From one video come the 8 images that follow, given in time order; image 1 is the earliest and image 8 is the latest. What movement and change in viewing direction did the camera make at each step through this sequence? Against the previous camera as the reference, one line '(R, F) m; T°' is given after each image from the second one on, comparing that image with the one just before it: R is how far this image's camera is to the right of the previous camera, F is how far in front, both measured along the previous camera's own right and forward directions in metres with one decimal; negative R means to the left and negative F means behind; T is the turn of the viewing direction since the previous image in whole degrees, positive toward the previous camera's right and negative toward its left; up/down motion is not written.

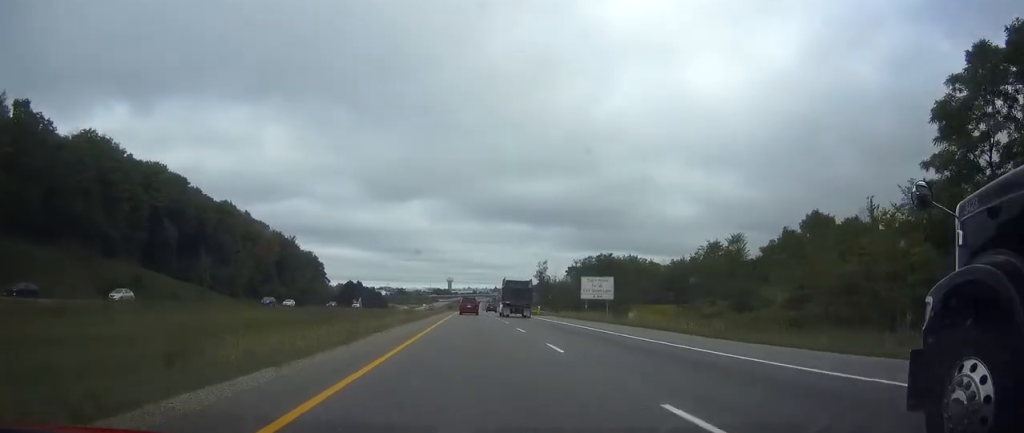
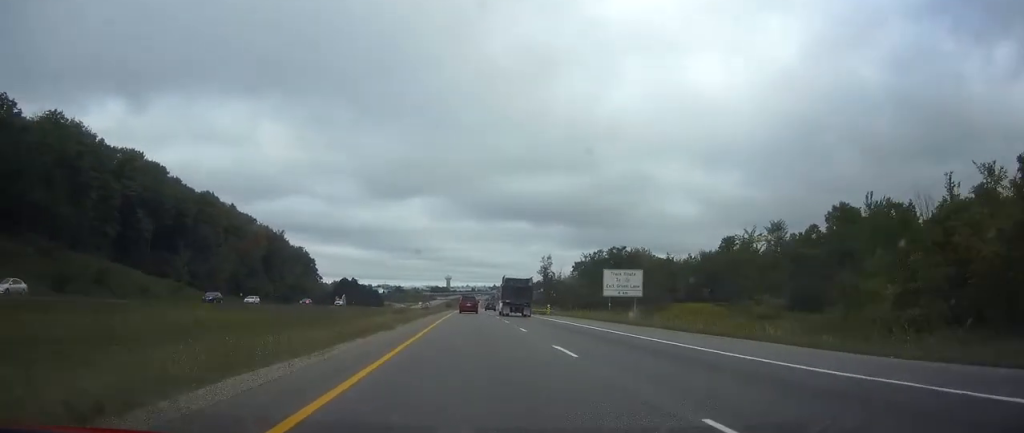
(0.0, +13.3) m; 0°
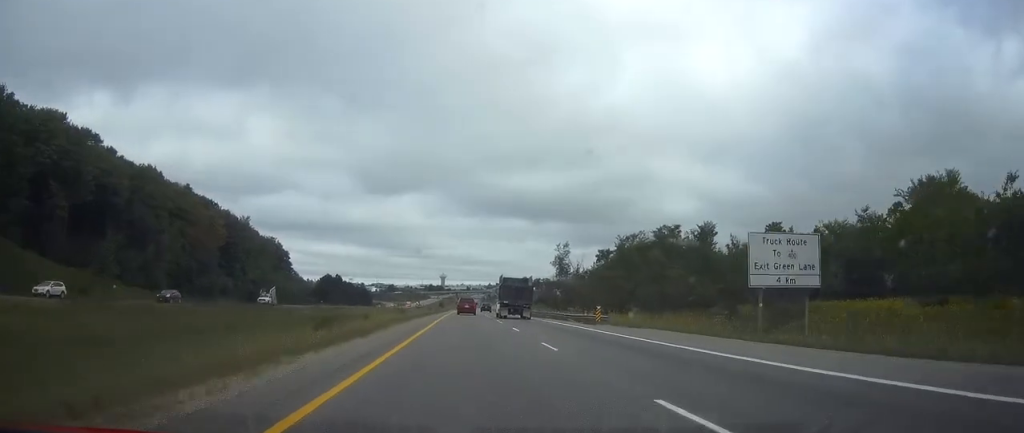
(0.0, +34.2) m; 0°
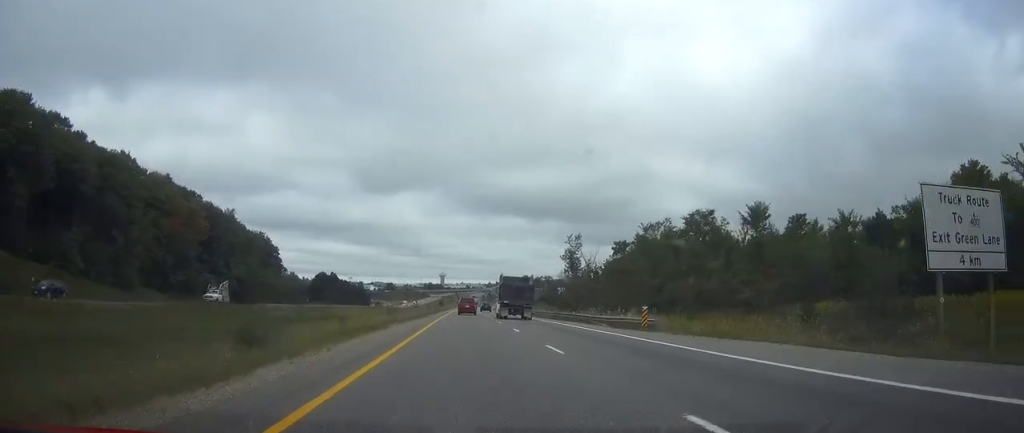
(0.0, +13.3) m; 0°
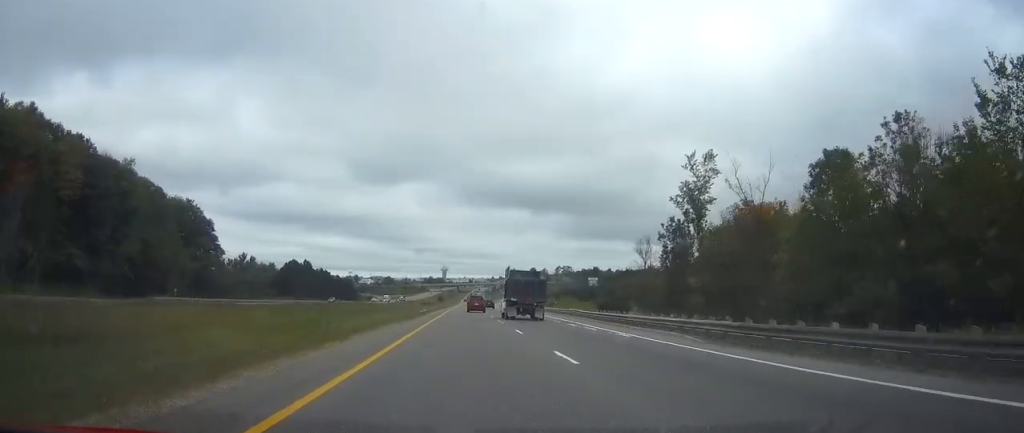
(-0.1, +63.2) m; 0°
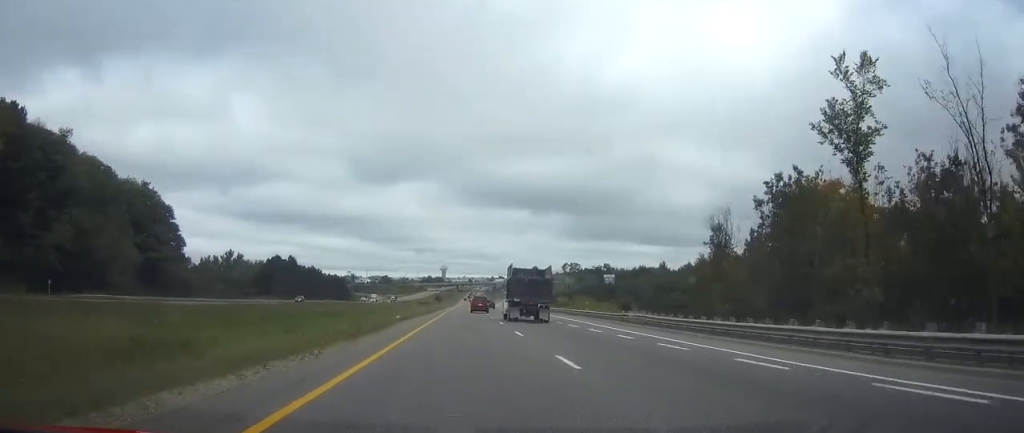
(0.0, +24.5) m; 0°
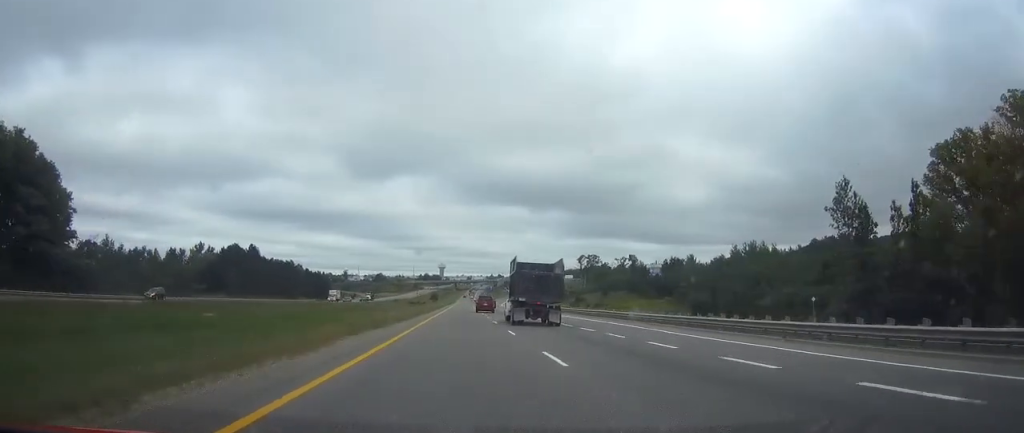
(+0.2, +47.0) m; 0°
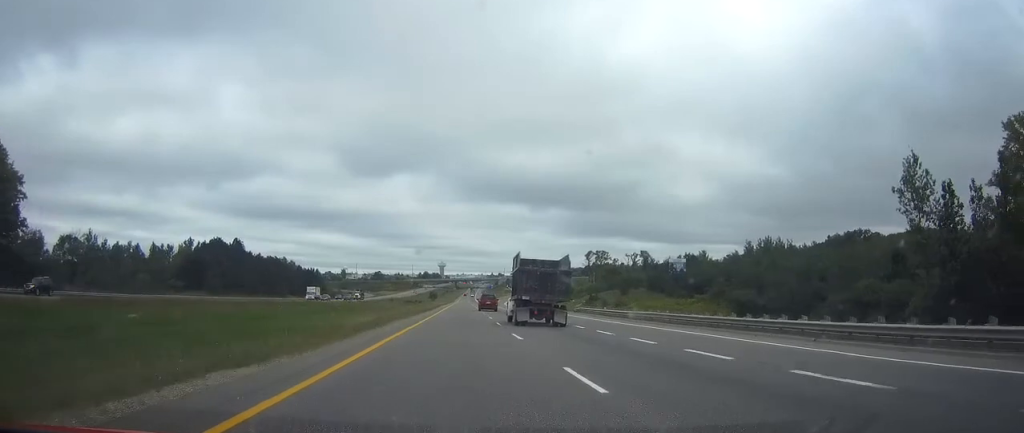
(0.0, +15.7) m; 0°
